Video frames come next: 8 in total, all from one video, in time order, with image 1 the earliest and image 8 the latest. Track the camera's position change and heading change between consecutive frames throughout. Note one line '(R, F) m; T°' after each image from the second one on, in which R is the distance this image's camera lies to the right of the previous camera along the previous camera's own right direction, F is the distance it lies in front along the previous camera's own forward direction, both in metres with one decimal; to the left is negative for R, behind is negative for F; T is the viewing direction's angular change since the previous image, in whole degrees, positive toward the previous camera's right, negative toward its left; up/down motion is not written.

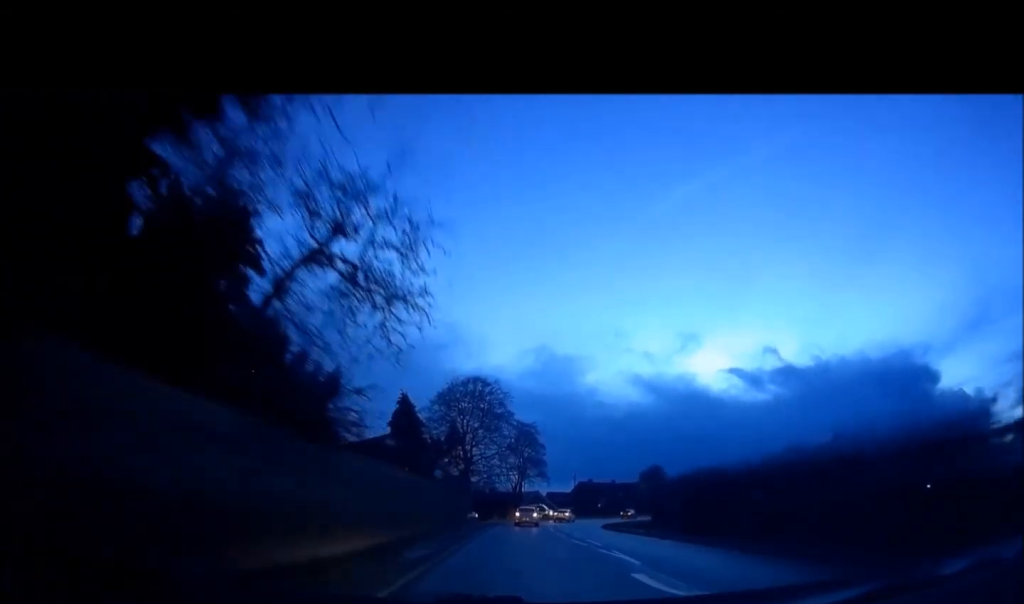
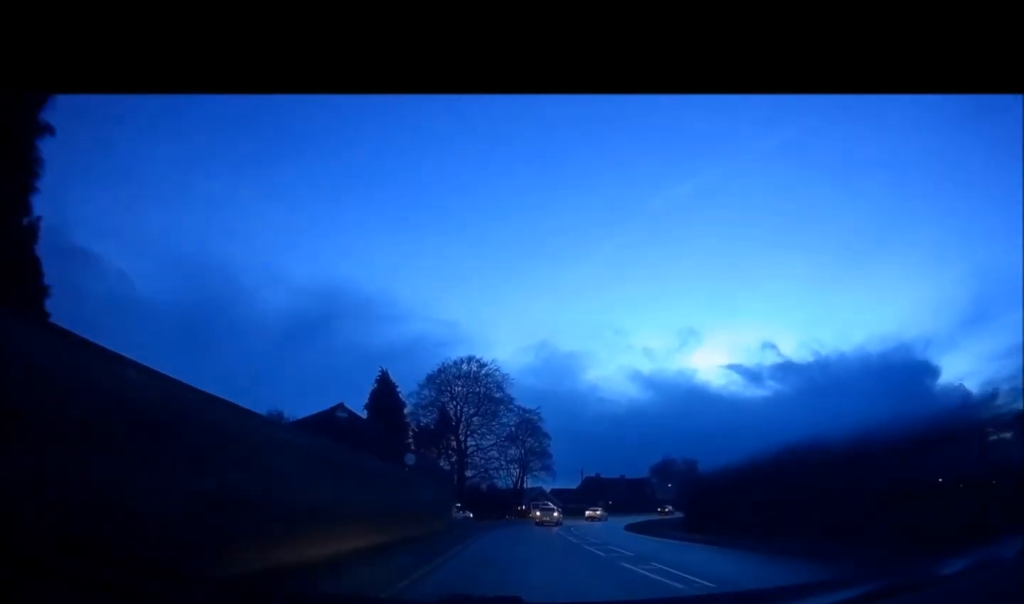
(+0.1, +9.6) m; 0°
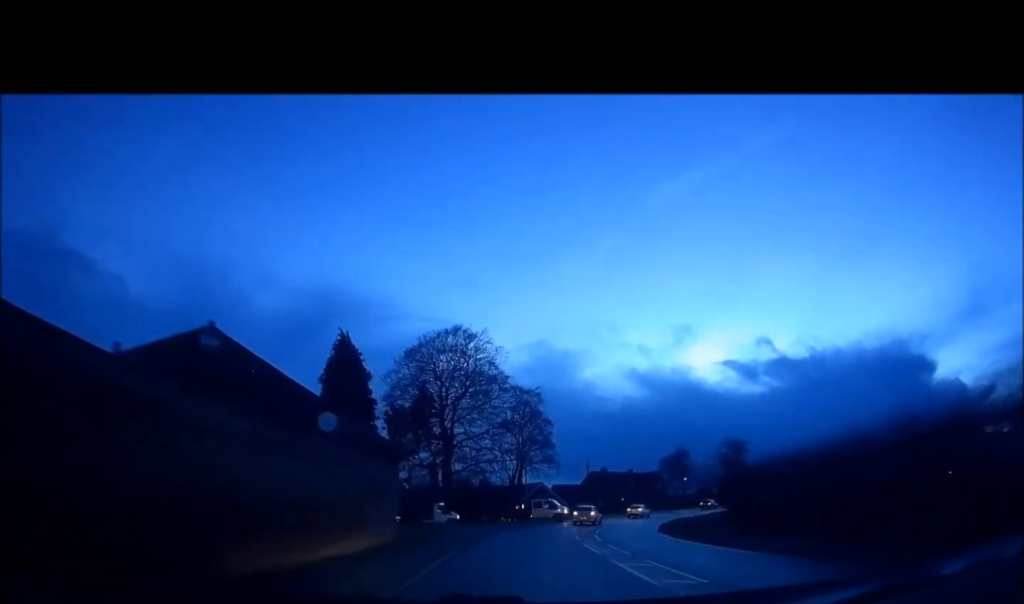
(-0.1, +11.1) m; +1°
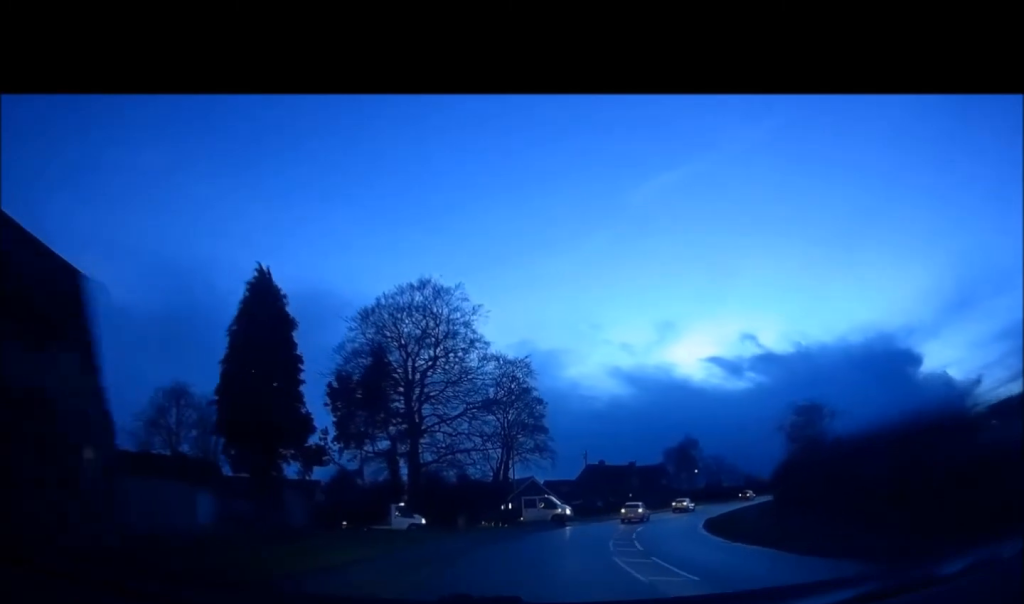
(+0.3, +11.8) m; +4°
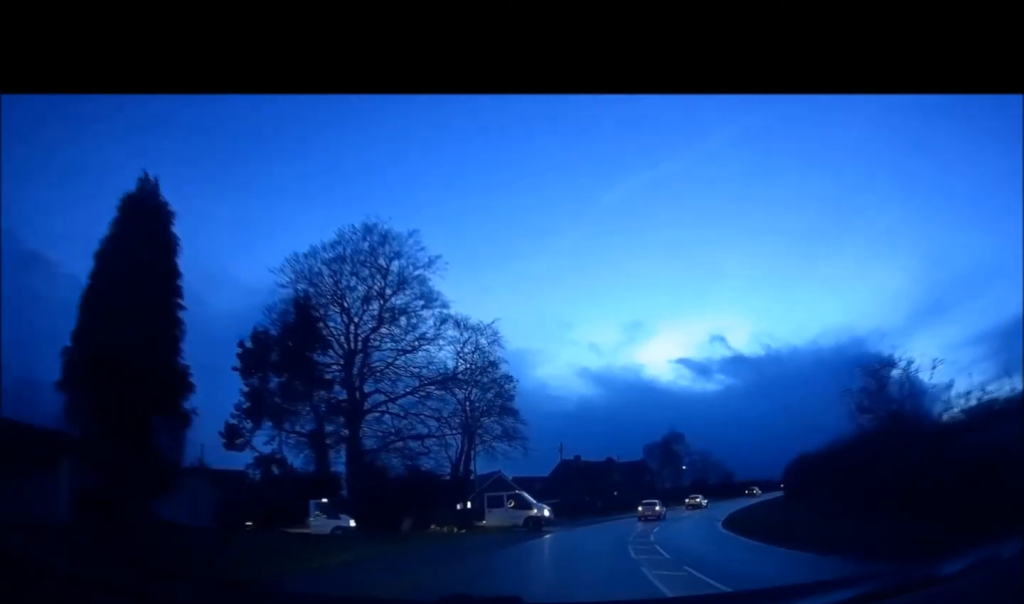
(+0.1, +8.8) m; +4°
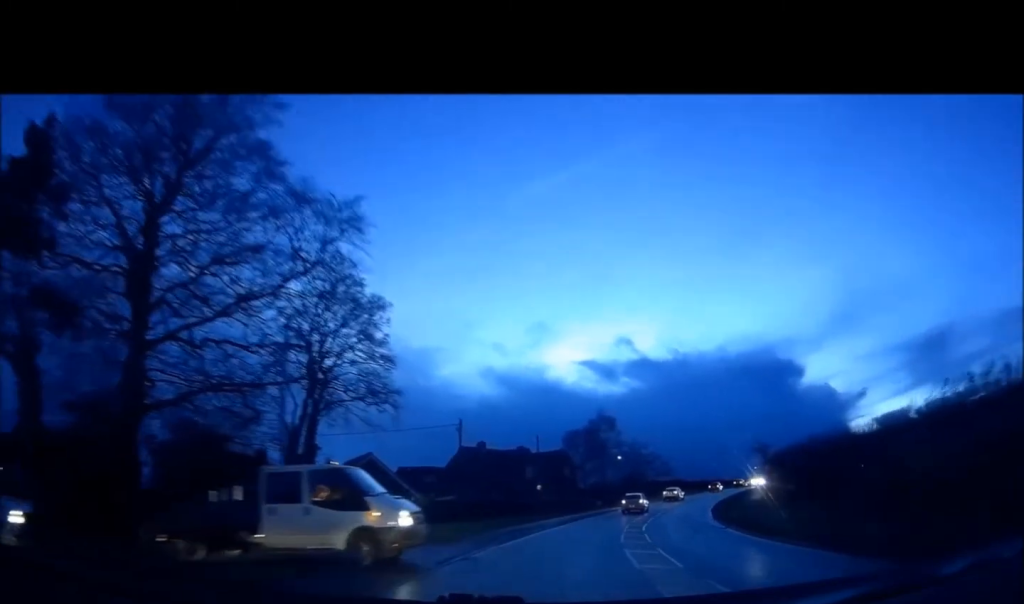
(+1.4, +15.3) m; +9°
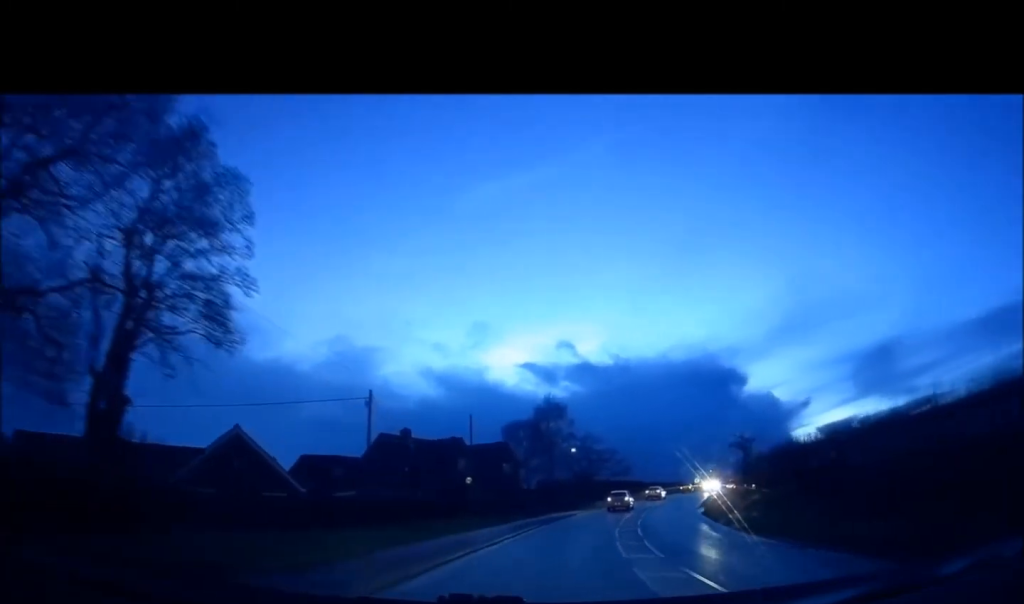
(+0.6, +10.6) m; +6°
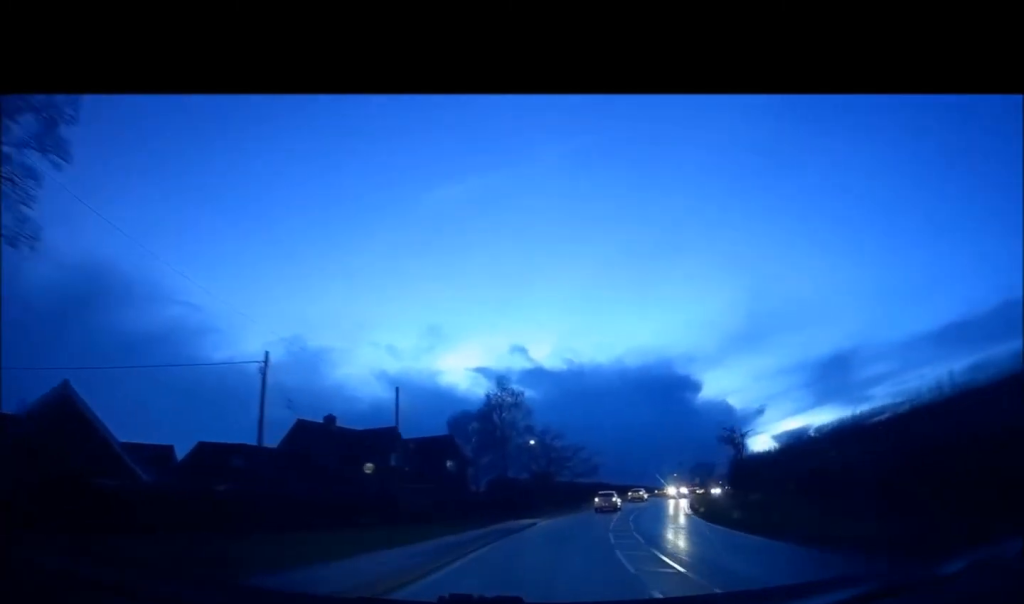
(+0.4, +9.2) m; +5°
